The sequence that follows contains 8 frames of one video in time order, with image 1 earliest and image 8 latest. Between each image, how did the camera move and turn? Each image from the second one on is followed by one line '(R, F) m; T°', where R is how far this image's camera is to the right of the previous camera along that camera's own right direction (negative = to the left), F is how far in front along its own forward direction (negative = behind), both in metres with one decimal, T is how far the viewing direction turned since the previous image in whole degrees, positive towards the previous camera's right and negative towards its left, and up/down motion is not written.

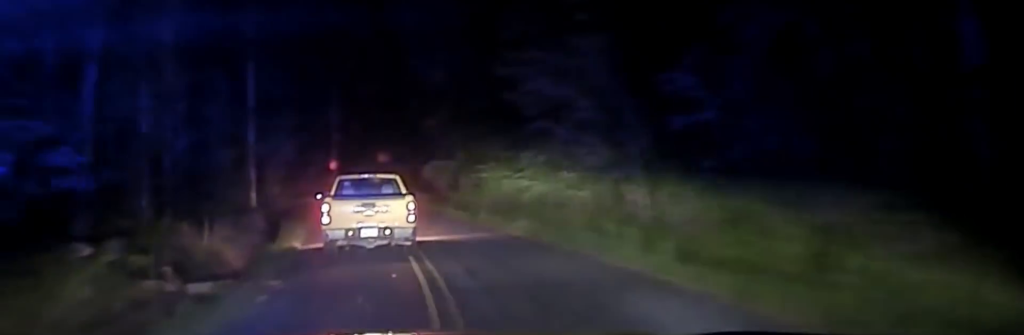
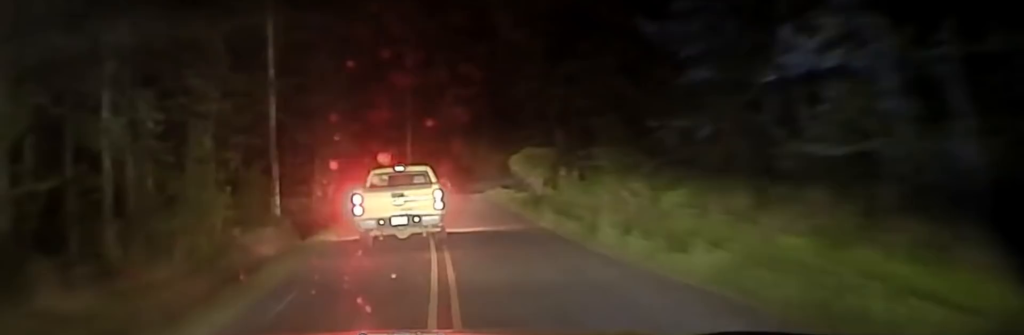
(-0.3, +12.0) m; -2°
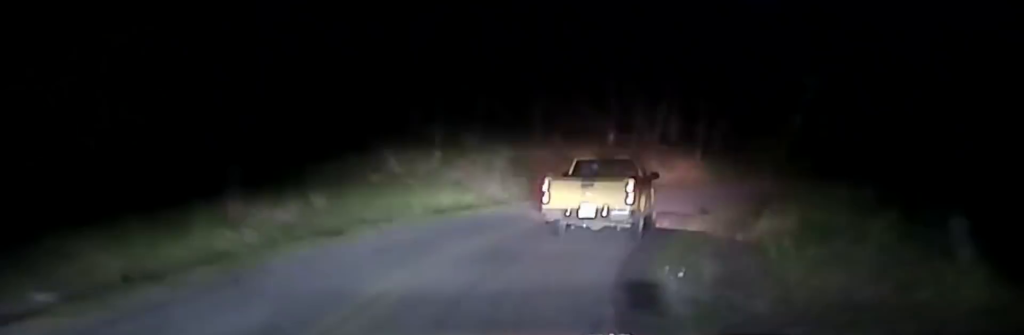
(-0.6, +54.0) m; +8°
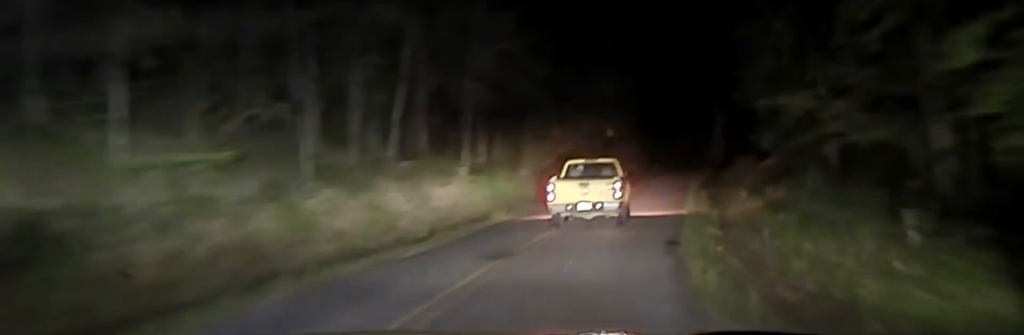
(+3.7, +26.5) m; +18°
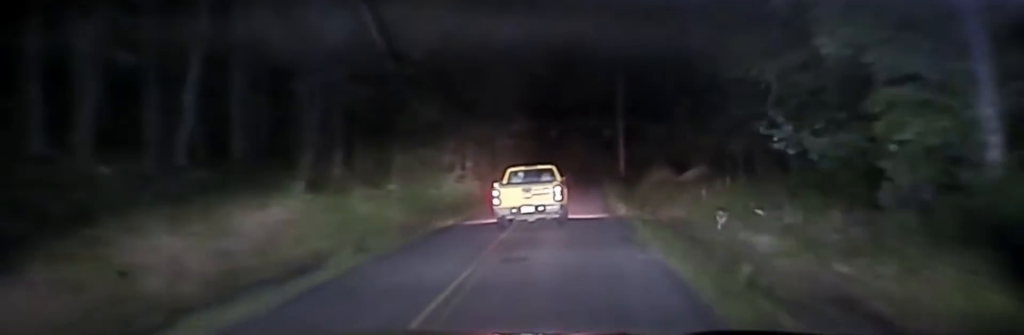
(+1.3, +12.7) m; +5°
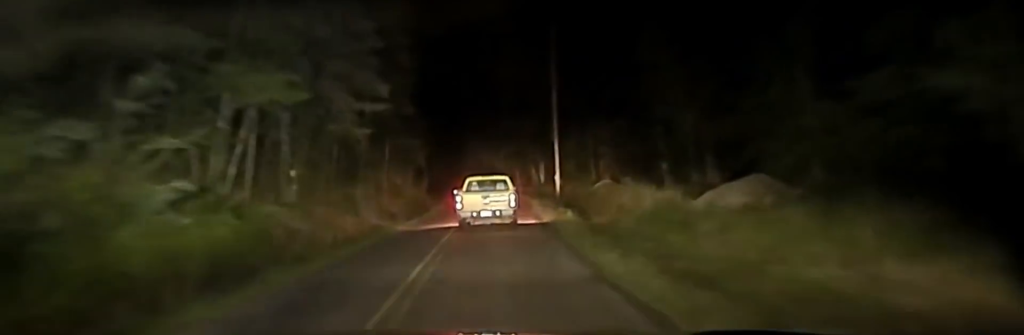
(+2.9, +33.6) m; +6°
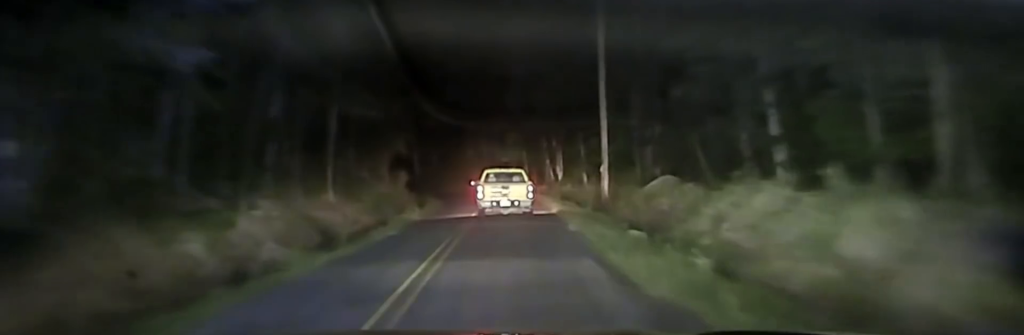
(0.0, +21.6) m; -1°
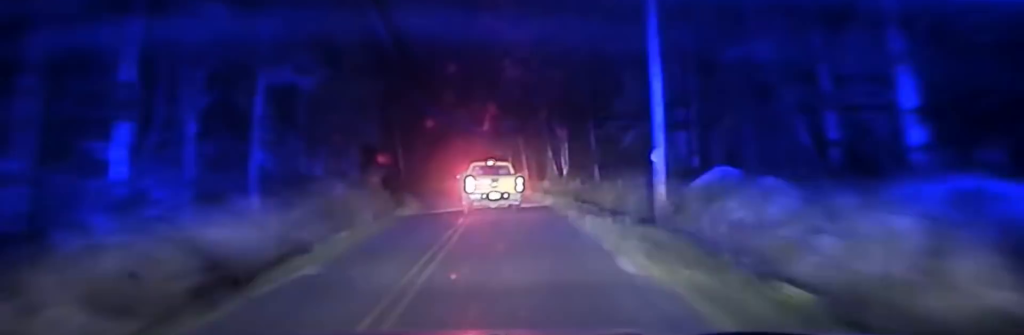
(0.0, +11.3) m; -1°
